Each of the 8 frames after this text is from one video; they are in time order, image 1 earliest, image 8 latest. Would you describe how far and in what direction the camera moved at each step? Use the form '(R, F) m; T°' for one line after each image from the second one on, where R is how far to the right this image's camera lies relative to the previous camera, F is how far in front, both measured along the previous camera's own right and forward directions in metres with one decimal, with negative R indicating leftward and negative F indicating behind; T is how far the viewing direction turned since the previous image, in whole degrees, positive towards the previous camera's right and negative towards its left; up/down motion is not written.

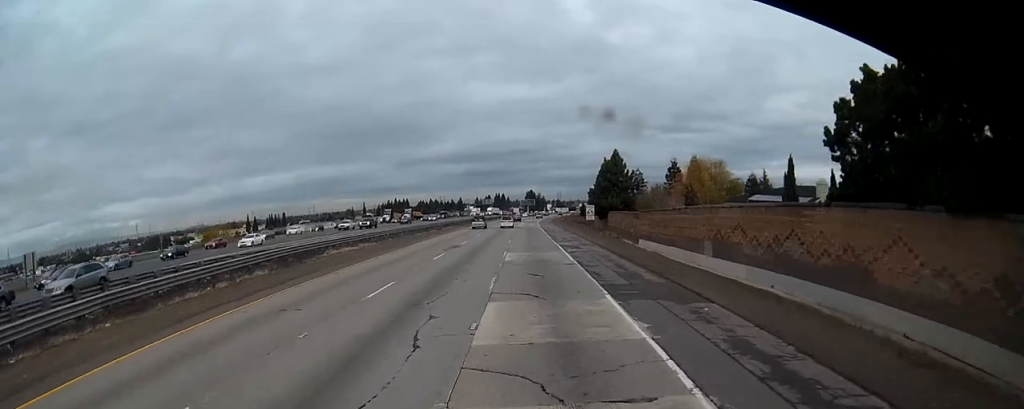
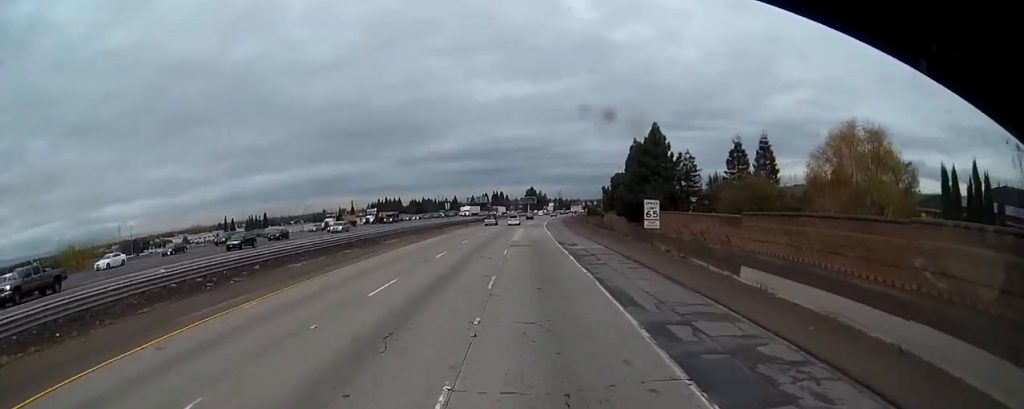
(-0.2, +43.4) m; +1°
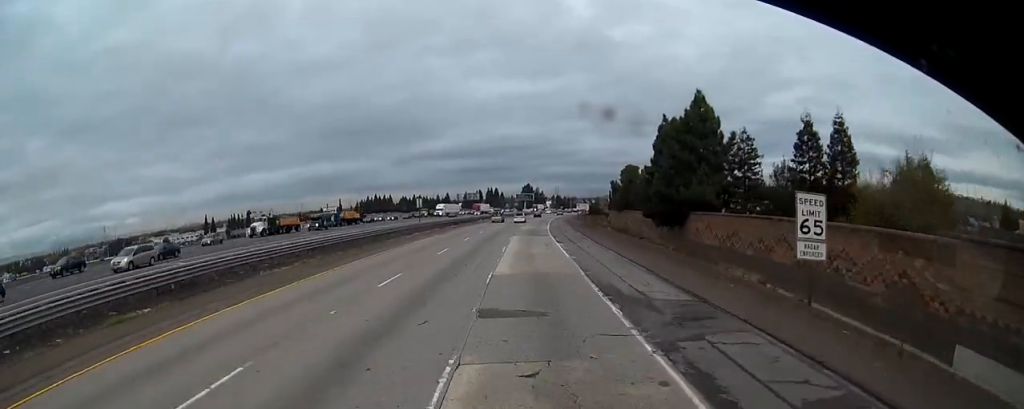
(+0.5, +27.6) m; 0°
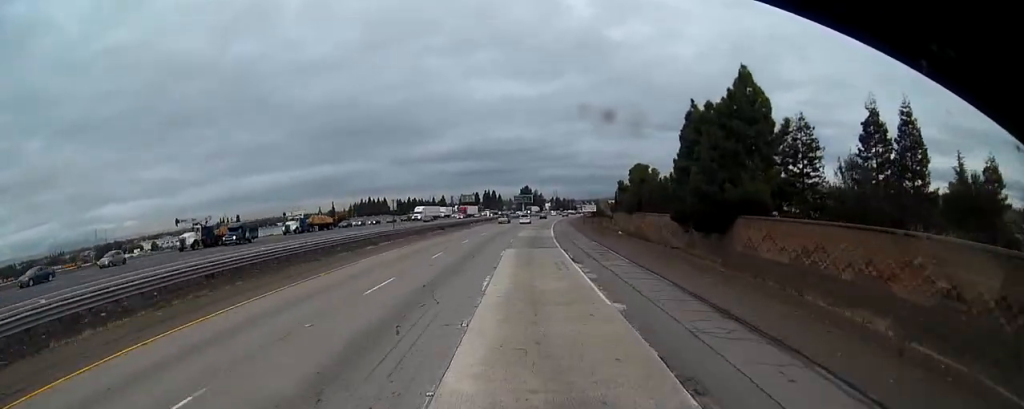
(-0.4, +16.4) m; -1°
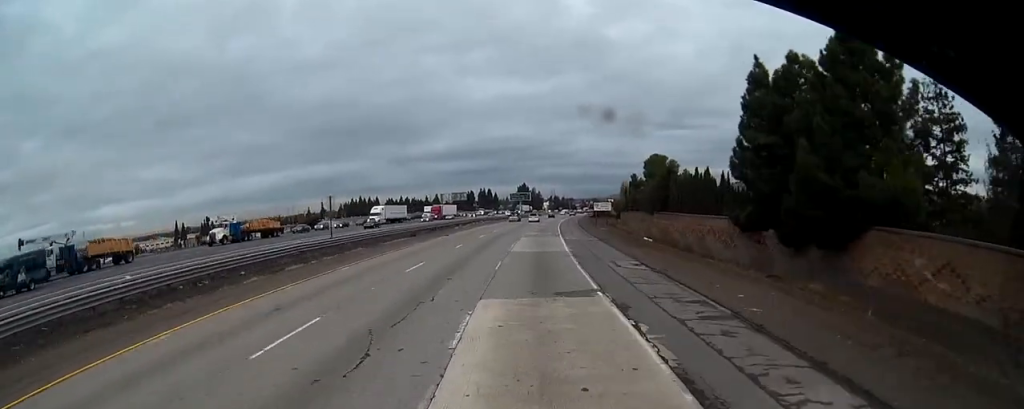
(-0.2, +22.7) m; 0°
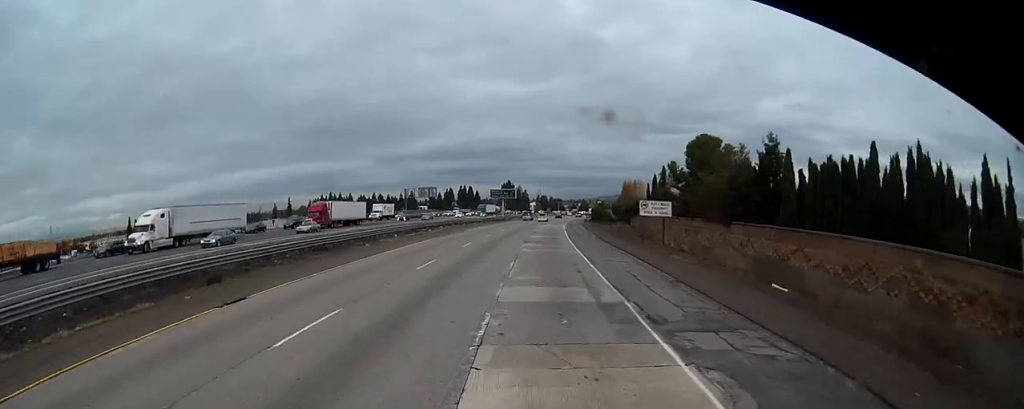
(+0.9, +43.8) m; +2°
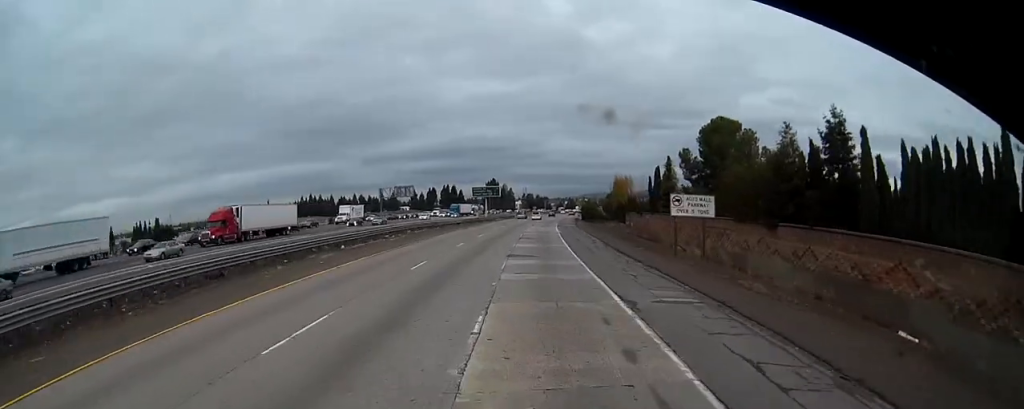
(-0.1, +14.2) m; 0°
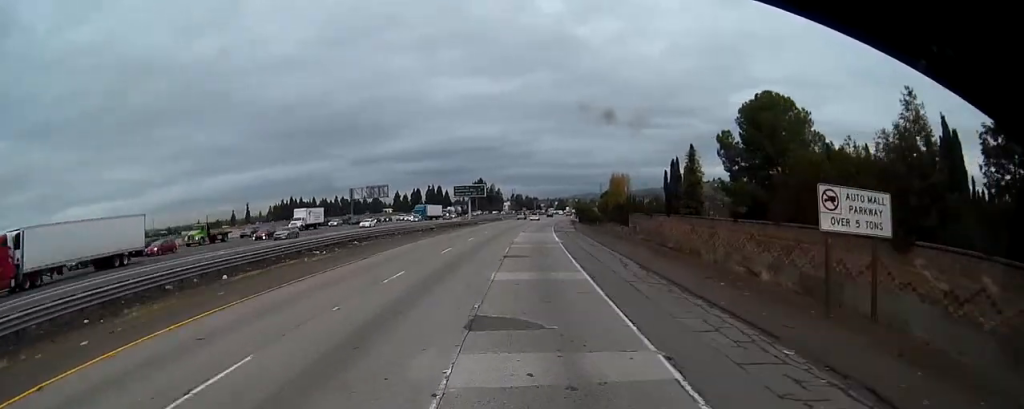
(+0.1, +18.6) m; +1°
